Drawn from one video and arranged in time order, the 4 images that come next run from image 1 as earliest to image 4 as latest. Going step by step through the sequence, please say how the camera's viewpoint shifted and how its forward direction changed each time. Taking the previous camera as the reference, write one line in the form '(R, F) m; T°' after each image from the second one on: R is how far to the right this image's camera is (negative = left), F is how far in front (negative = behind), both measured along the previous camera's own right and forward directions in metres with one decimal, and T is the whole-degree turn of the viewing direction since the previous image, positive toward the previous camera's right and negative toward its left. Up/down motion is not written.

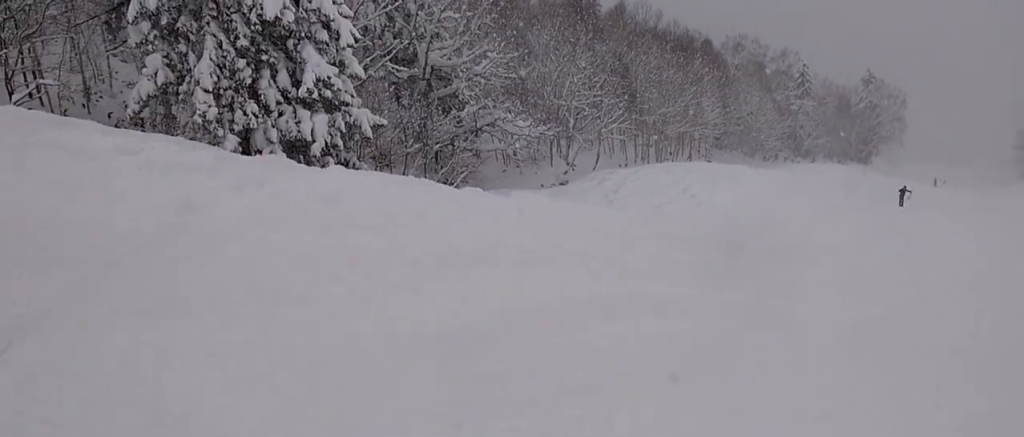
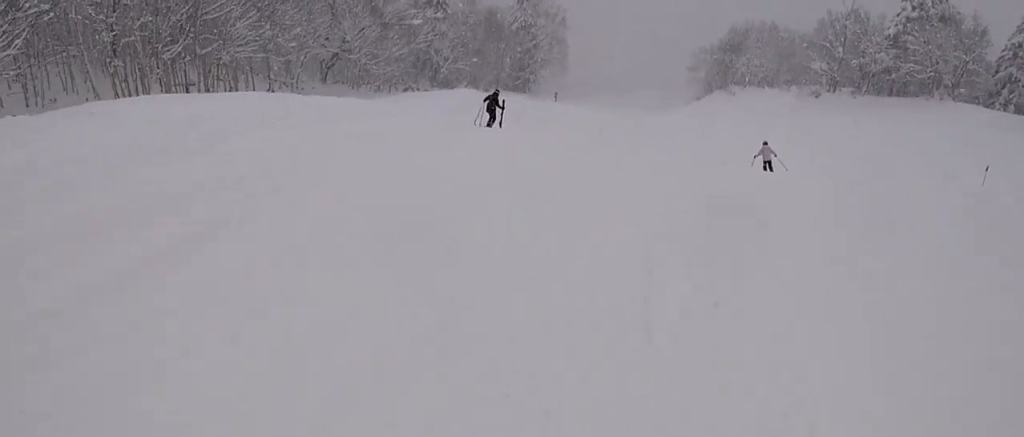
(+14.4, +20.4) m; +34°
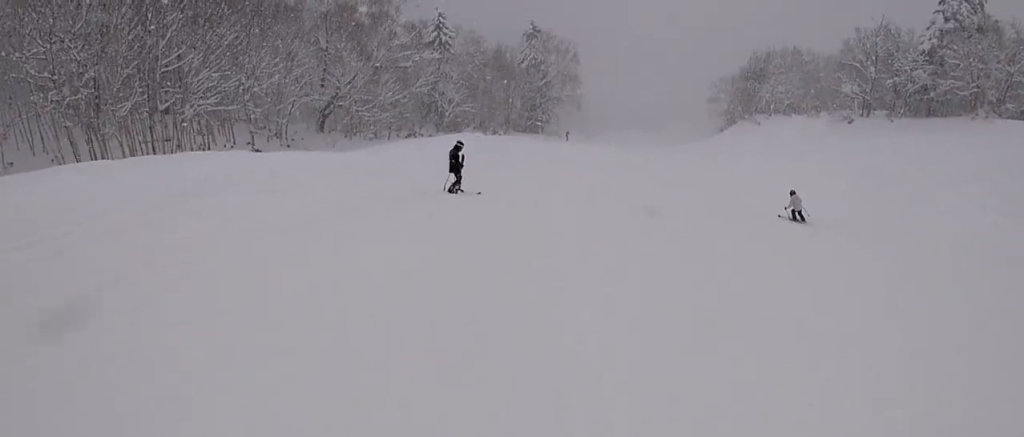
(-0.3, +5.8) m; -4°
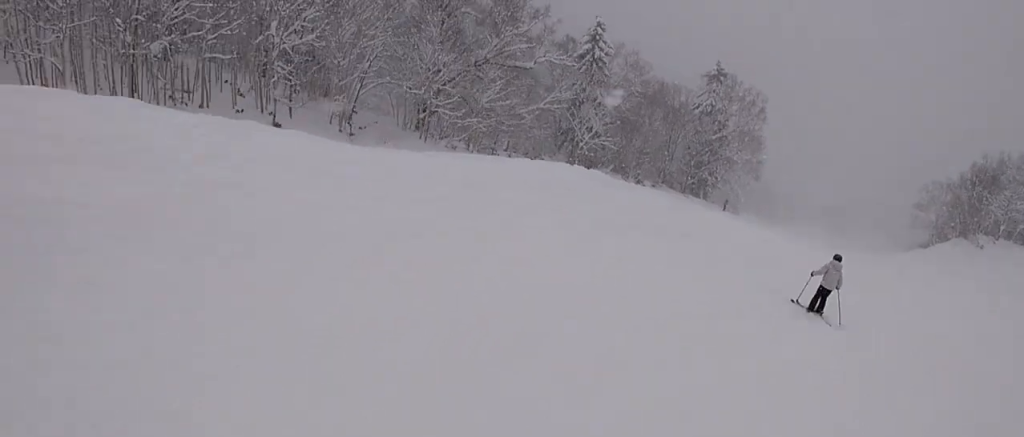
(-2.4, +14.7) m; -28°
